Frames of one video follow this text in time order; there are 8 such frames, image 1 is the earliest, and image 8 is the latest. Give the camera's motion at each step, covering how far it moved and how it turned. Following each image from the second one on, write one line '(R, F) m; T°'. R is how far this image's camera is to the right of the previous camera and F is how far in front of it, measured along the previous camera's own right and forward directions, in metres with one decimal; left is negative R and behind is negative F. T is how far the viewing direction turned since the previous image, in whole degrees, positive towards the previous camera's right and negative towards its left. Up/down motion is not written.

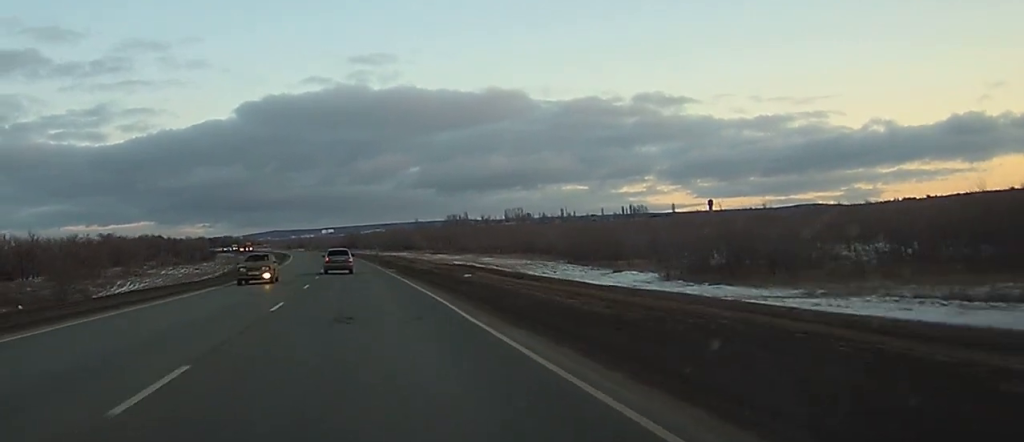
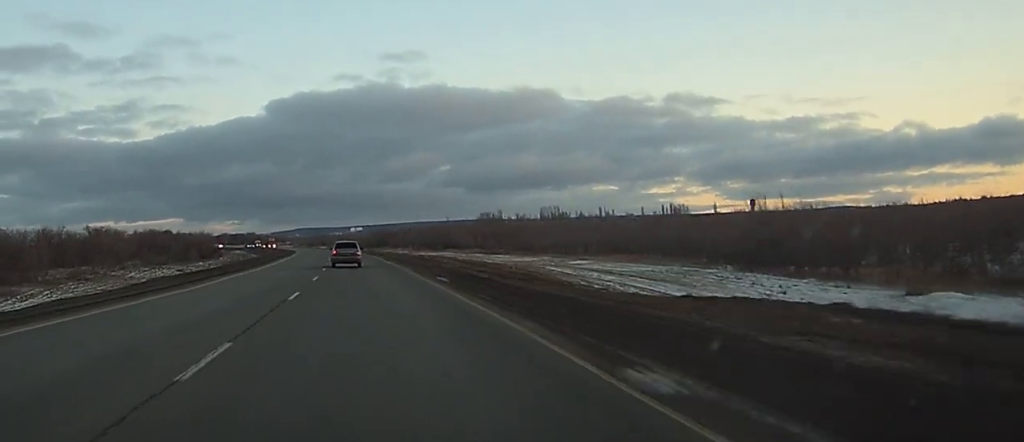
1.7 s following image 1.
(-0.3, +47.3) m; -1°
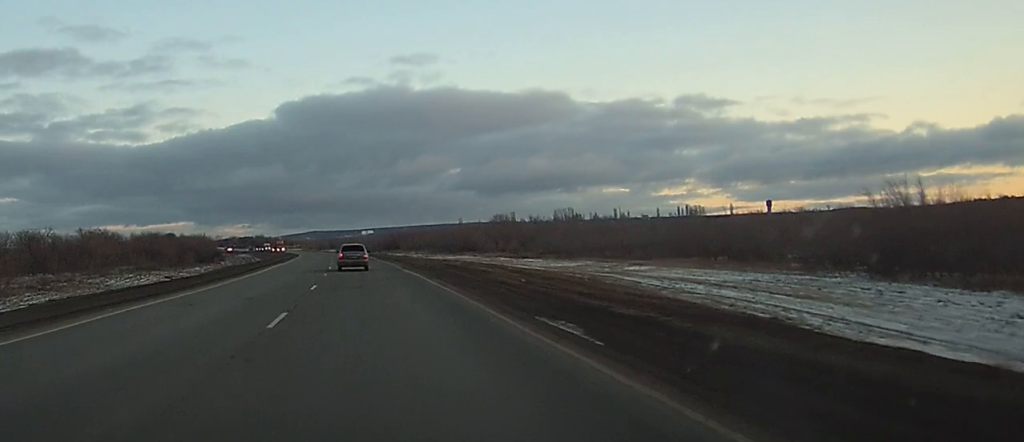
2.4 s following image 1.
(-0.1, +18.0) m; -1°
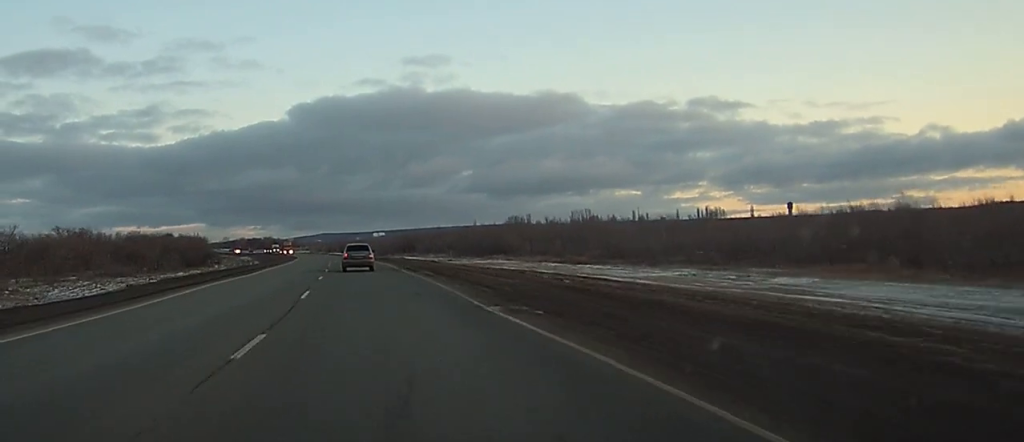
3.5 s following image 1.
(-0.3, +28.7) m; -1°
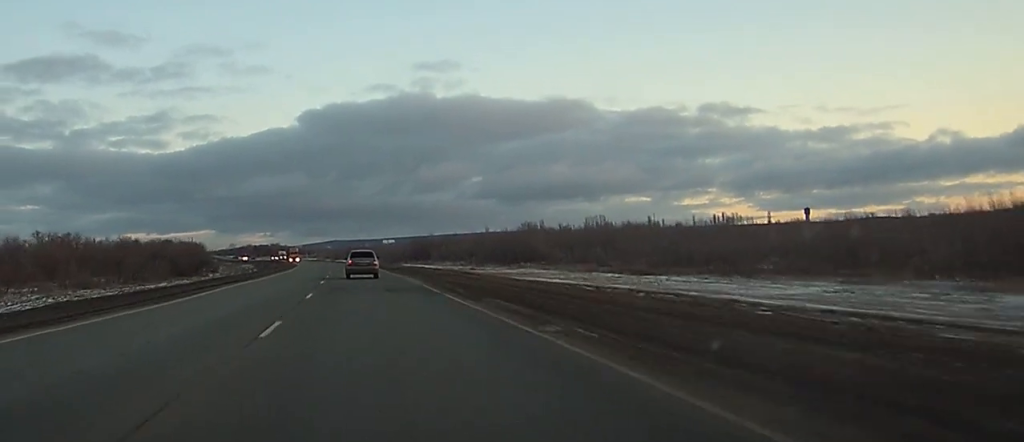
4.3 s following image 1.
(-0.1, +21.4) m; -1°
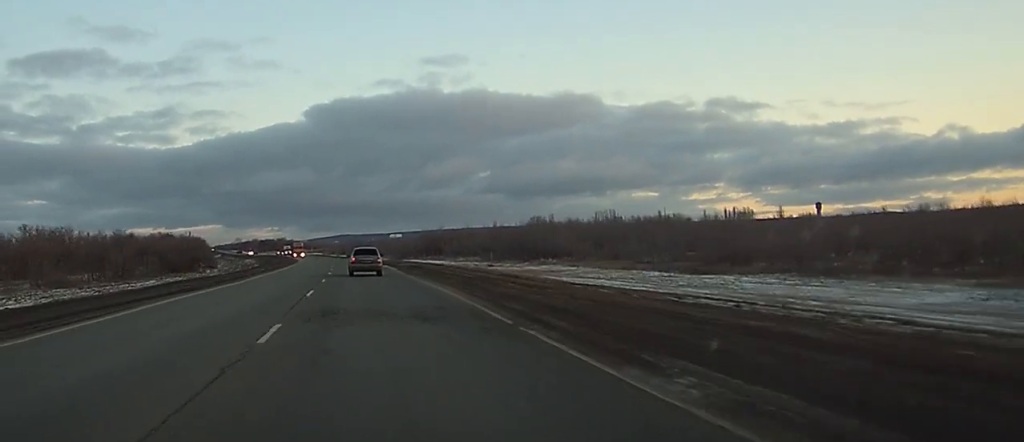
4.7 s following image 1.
(+0.1, +12.5) m; 0°
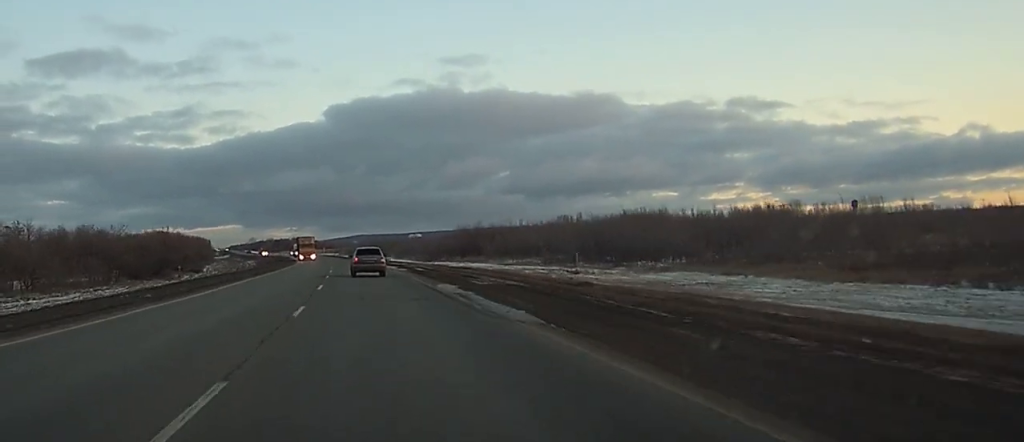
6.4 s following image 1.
(-0.9, +43.4) m; -2°
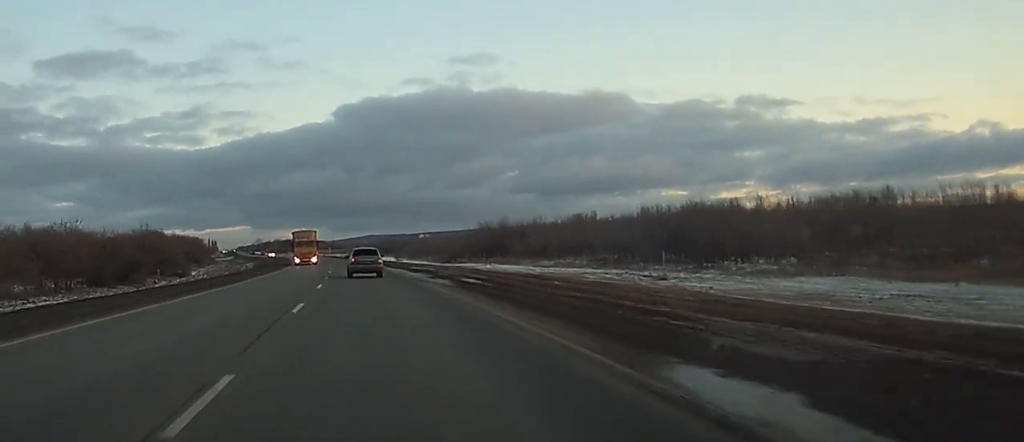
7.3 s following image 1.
(-0.1, +23.8) m; -1°
